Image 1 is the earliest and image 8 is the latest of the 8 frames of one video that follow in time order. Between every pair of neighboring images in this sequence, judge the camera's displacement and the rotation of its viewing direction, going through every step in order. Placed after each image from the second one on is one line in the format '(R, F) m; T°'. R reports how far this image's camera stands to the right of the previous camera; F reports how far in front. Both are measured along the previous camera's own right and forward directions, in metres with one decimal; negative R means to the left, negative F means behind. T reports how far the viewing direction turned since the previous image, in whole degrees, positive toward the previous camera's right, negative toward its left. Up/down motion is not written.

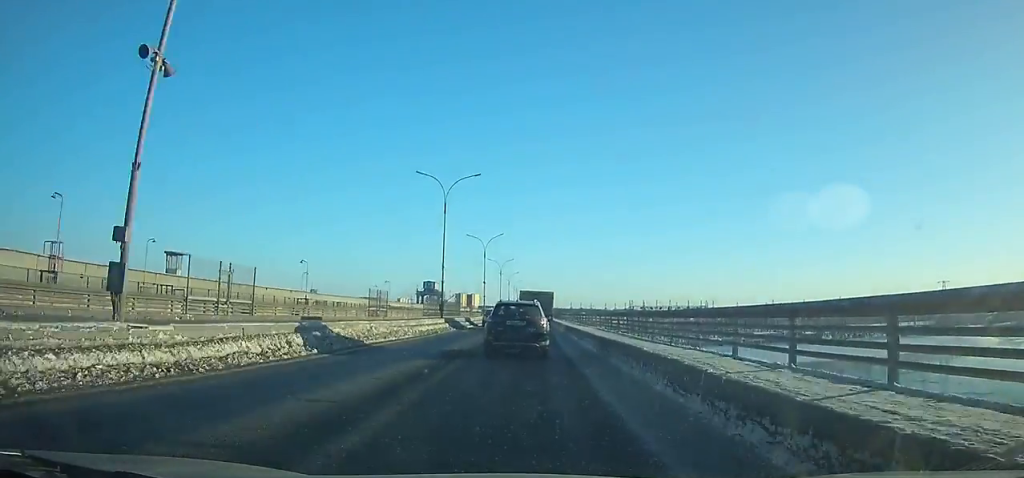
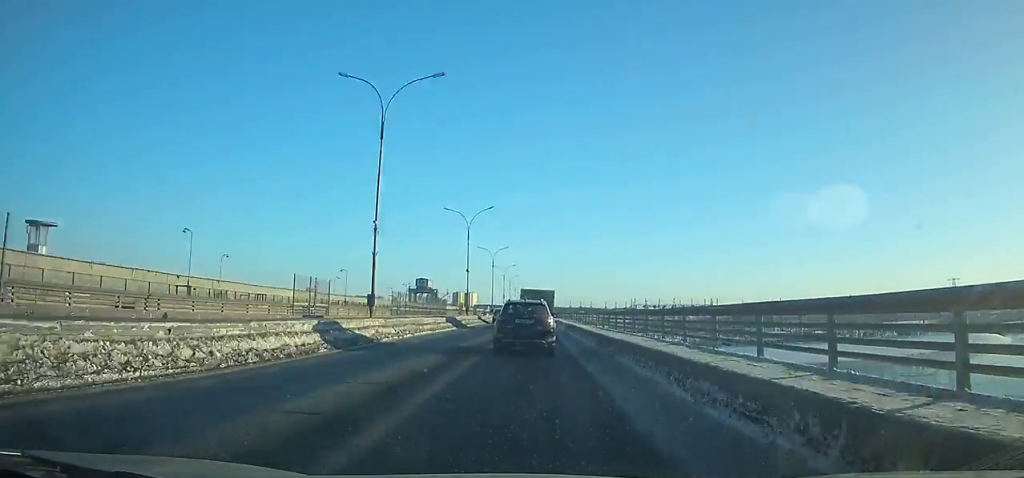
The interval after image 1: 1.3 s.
(0.0, +18.5) m; 0°
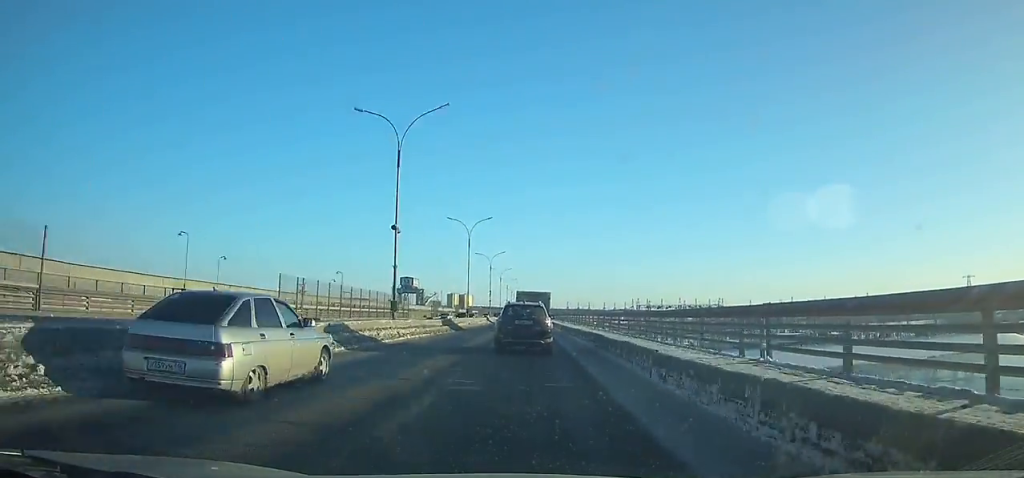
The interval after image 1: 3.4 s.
(0.0, +30.2) m; 0°
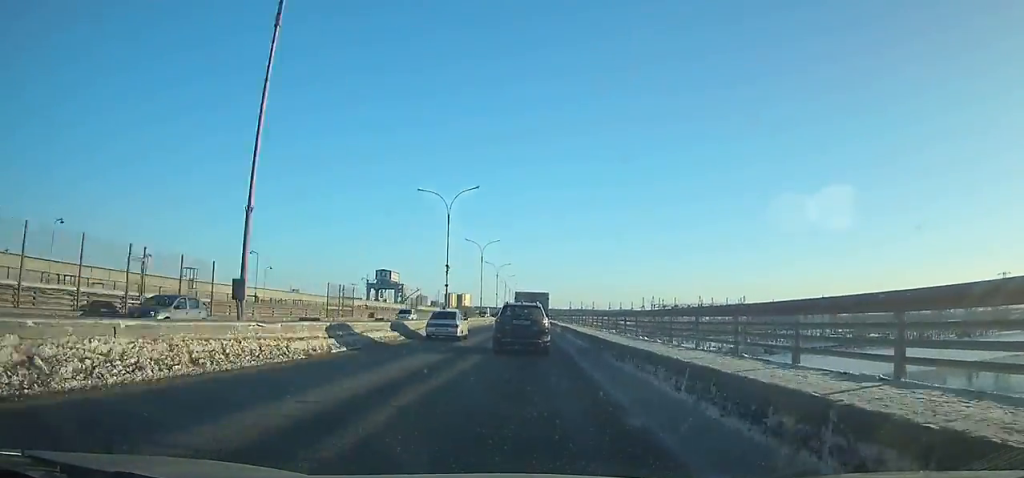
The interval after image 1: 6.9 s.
(+0.1, +51.0) m; 0°
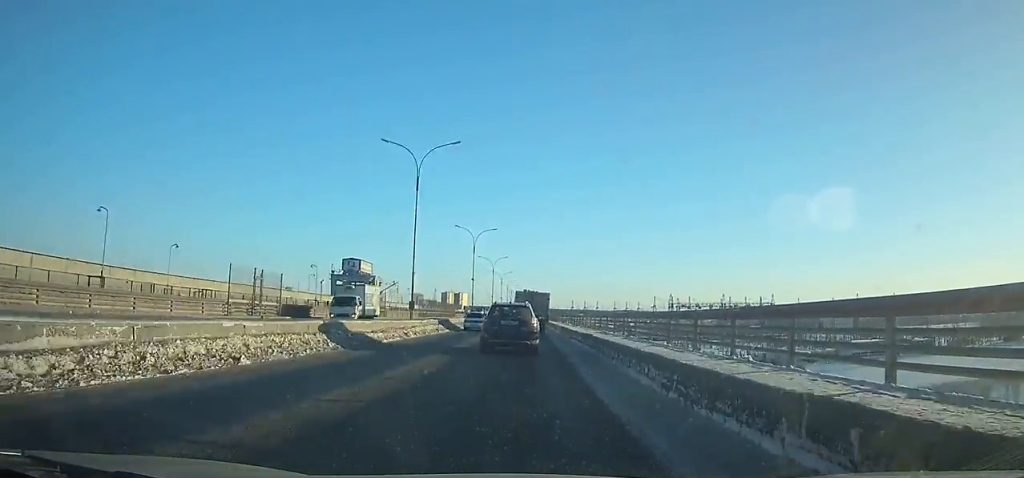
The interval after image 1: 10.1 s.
(-0.2, +47.6) m; 0°
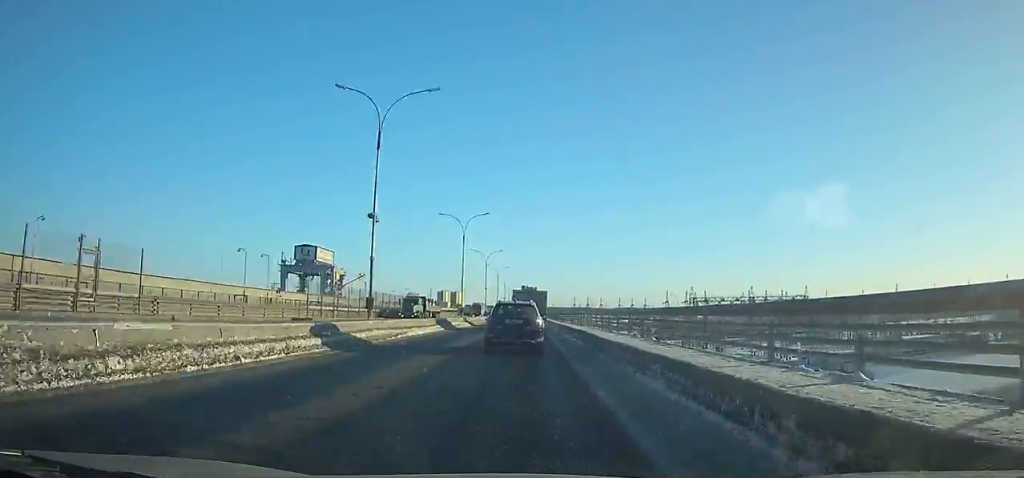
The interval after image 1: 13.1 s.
(+0.1, +45.4) m; -1°
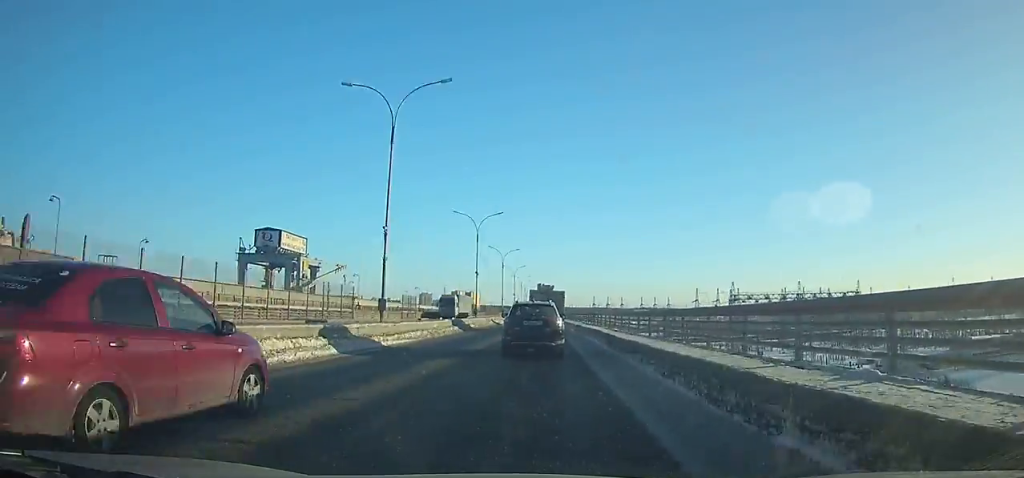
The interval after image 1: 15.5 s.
(-0.4, +37.1) m; -1°
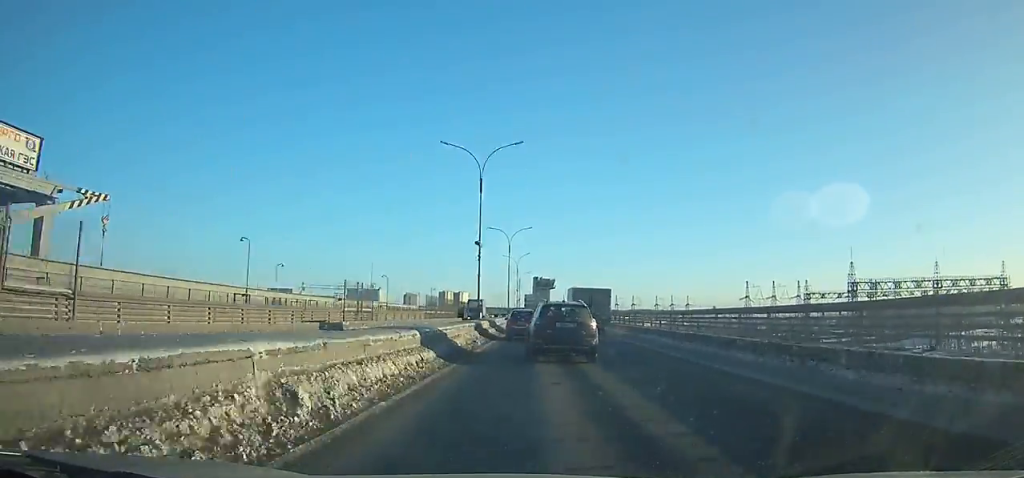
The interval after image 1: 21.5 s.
(-0.2, +97.9) m; +3°
